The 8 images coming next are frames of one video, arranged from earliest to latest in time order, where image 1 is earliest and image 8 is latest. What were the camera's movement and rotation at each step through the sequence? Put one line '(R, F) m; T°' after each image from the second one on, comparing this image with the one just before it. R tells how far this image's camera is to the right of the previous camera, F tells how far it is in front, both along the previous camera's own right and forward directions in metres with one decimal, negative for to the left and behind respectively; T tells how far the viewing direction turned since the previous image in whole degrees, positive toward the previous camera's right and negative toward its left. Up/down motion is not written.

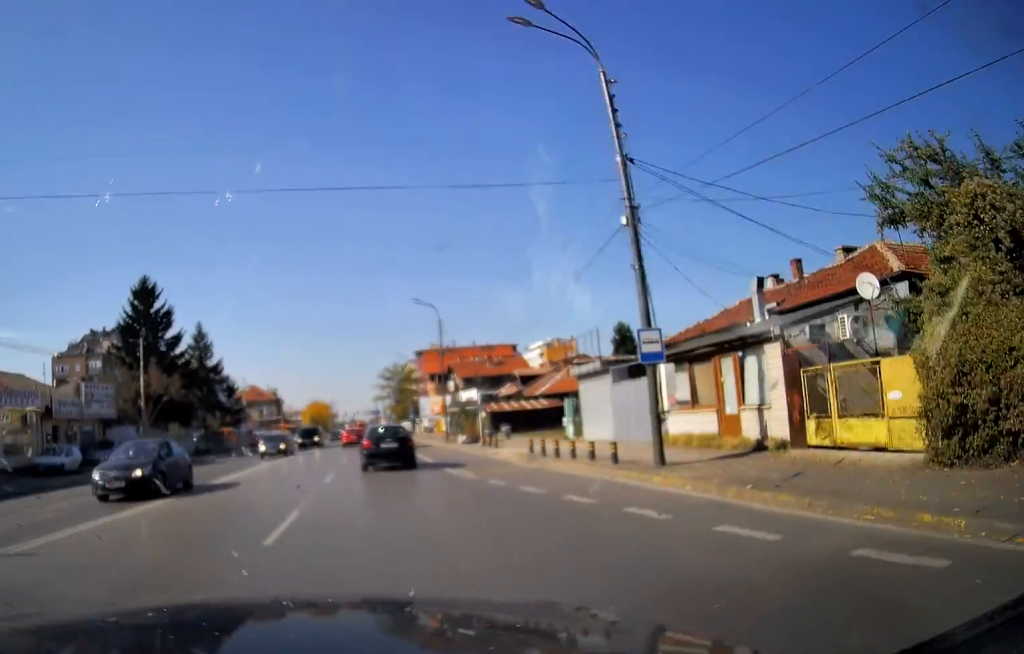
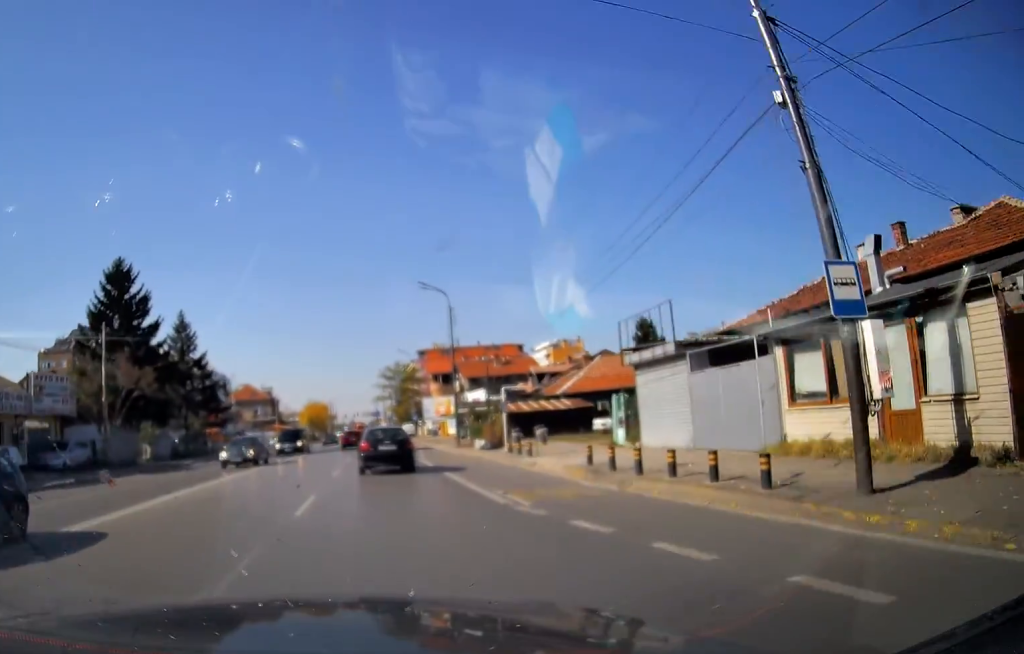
(+0.1, +6.1) m; 0°
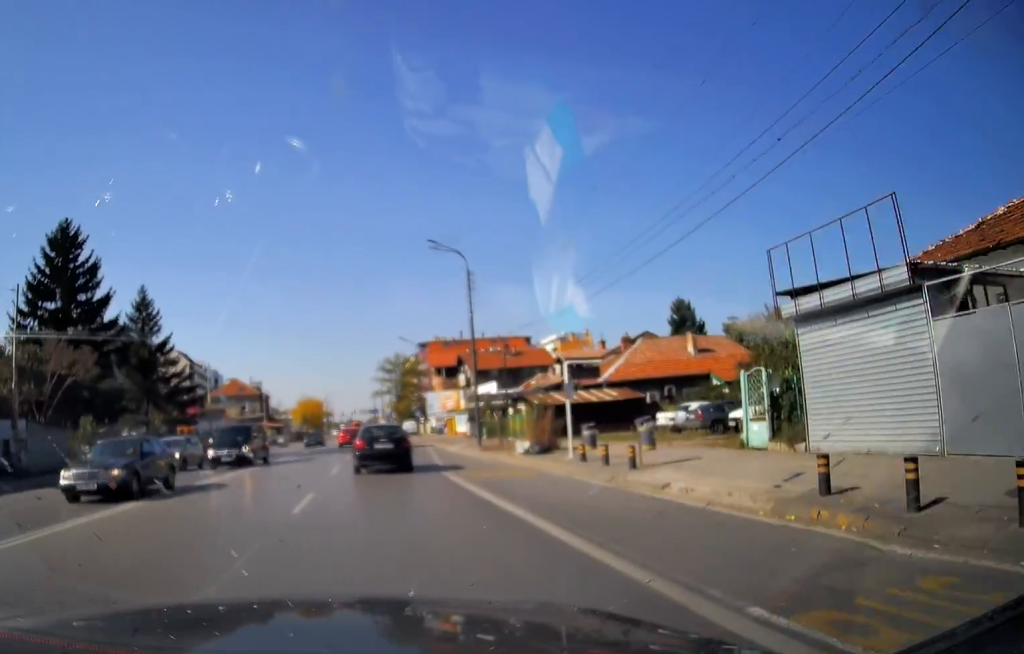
(+0.1, +9.1) m; 0°
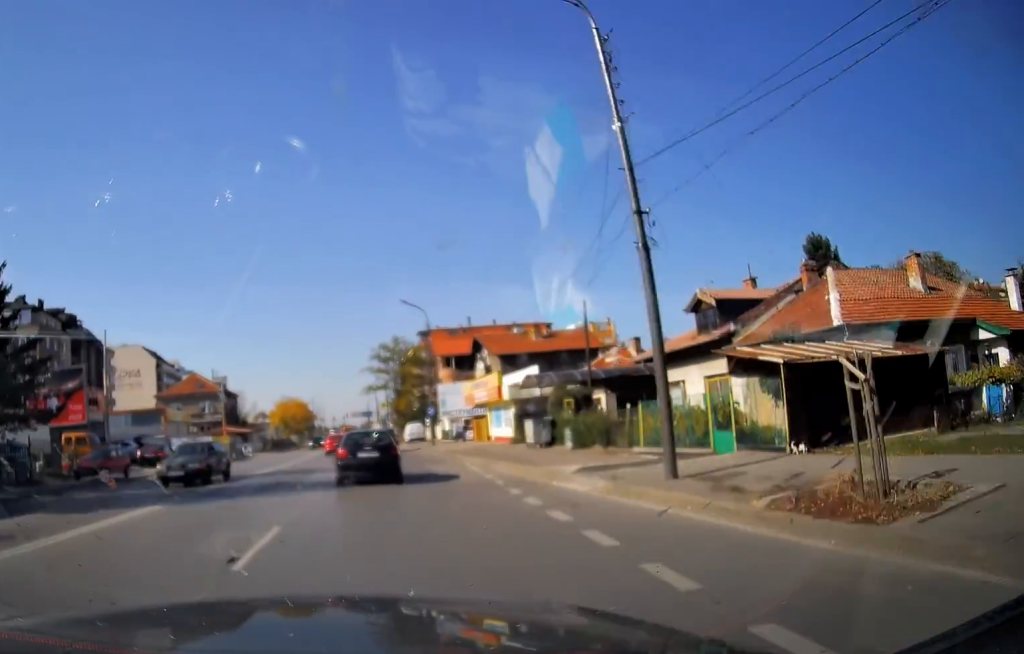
(-0.3, +21.5) m; 0°
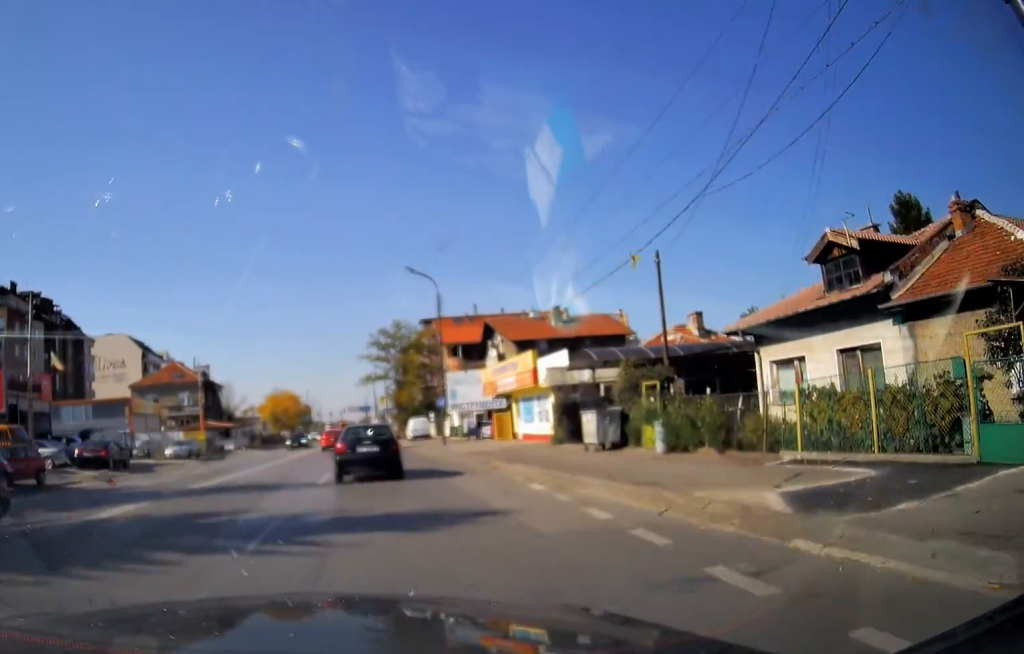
(+0.1, +8.4) m; +1°
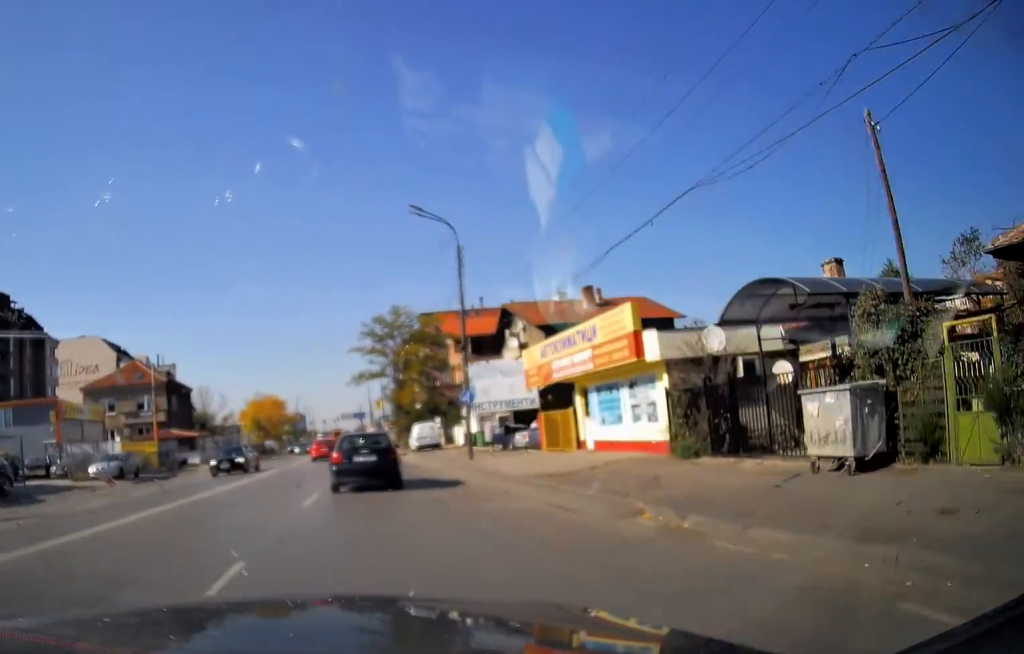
(-0.1, +11.8) m; 0°
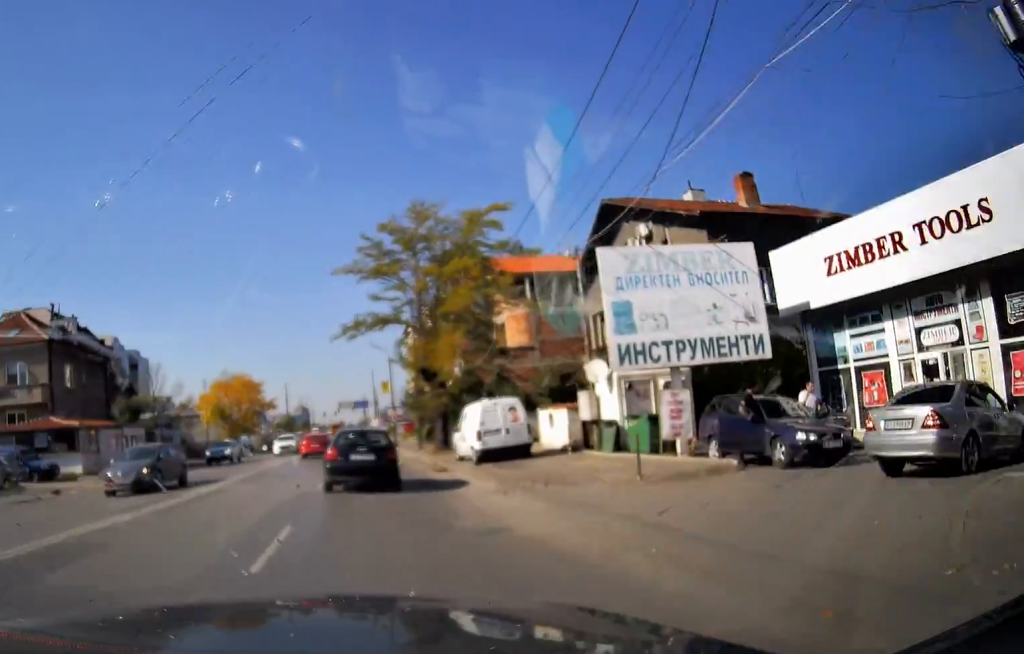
(+0.4, +24.1) m; 0°
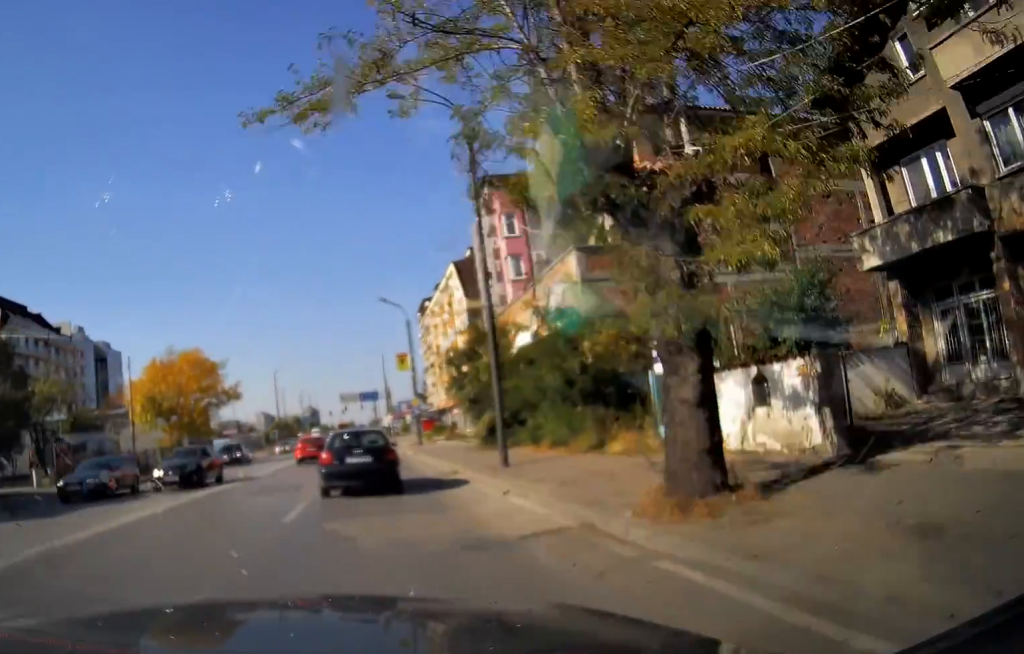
(-0.5, +22.7) m; -1°
